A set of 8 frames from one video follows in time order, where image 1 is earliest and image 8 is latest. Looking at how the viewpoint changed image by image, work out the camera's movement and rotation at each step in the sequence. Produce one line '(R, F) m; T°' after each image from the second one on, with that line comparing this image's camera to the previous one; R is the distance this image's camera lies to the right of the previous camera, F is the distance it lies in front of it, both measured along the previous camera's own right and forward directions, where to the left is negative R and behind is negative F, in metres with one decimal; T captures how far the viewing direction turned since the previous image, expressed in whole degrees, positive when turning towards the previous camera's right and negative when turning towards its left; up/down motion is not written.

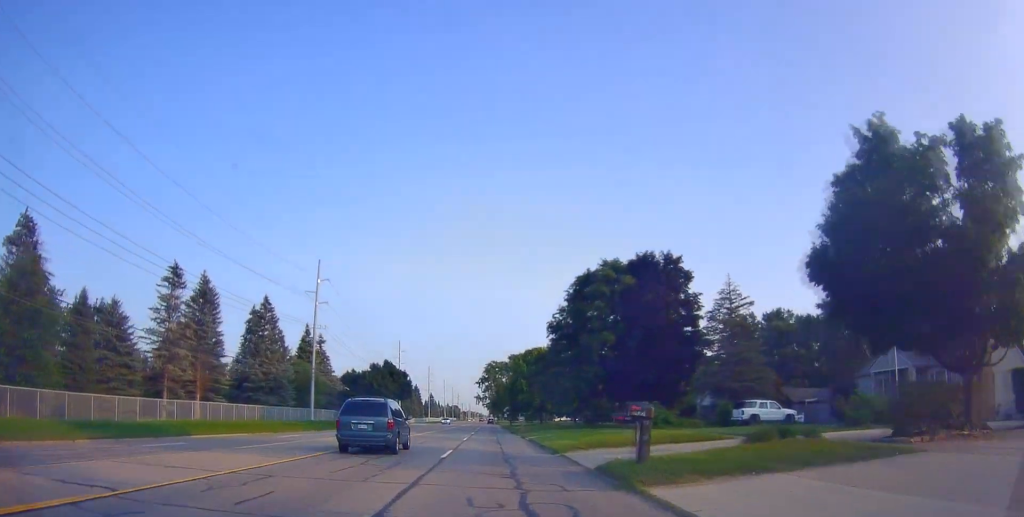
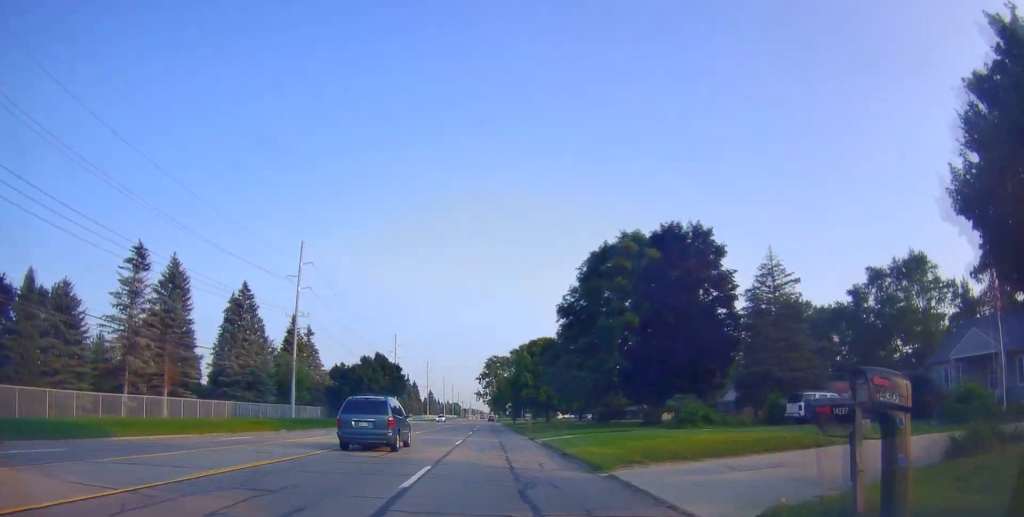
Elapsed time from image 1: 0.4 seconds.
(0.0, +8.6) m; 0°
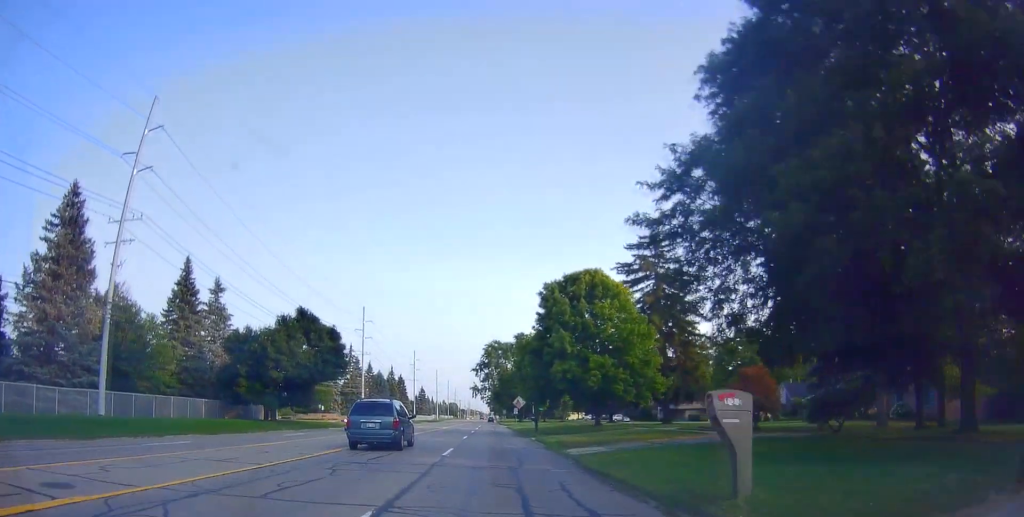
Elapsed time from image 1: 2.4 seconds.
(+0.4, +37.6) m; 0°
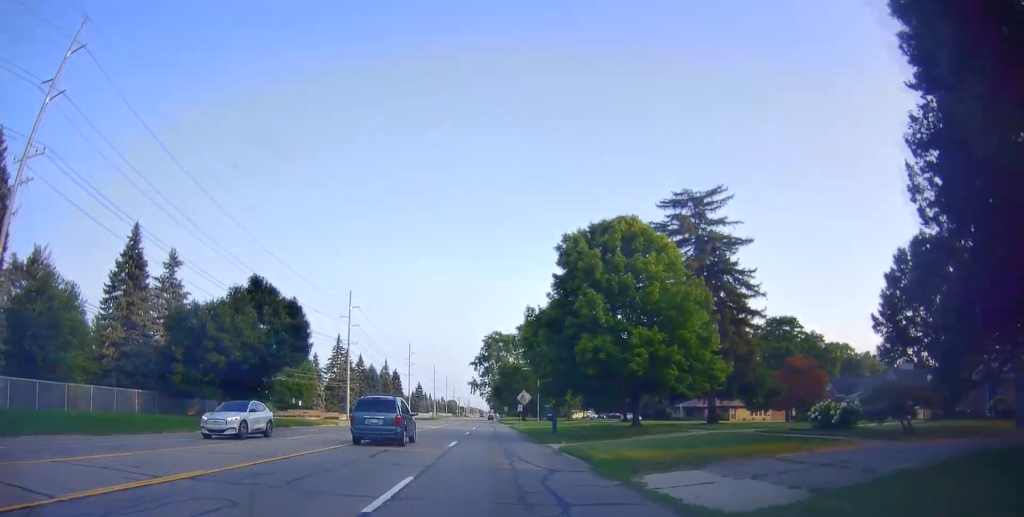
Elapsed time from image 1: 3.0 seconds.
(-0.1, +10.8) m; -1°
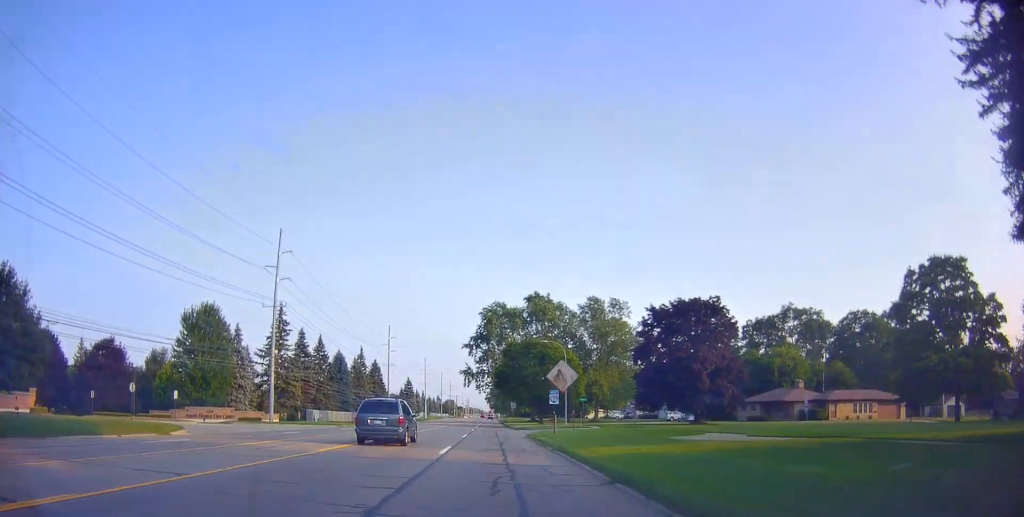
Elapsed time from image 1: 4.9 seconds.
(-0.6, +35.6) m; -2°
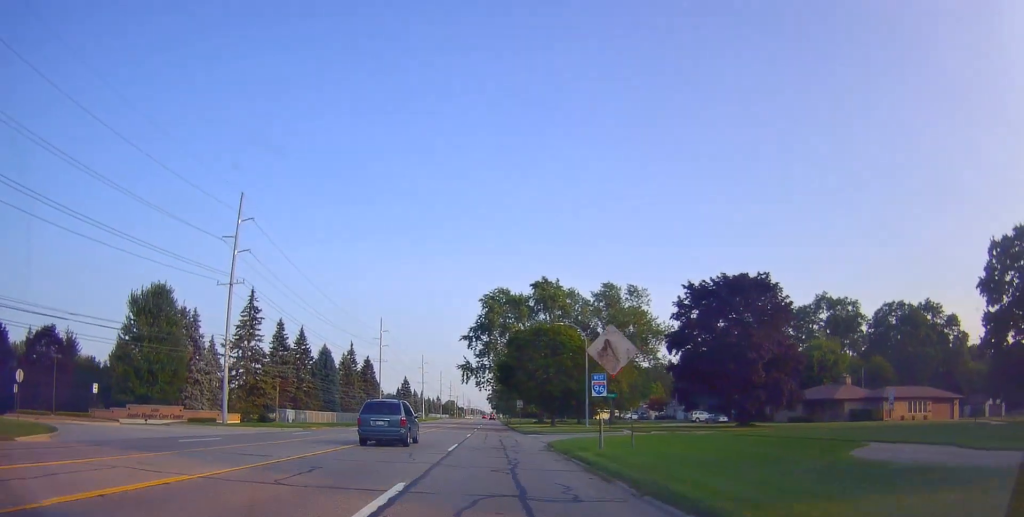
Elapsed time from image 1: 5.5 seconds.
(-0.1, +11.6) m; 0°
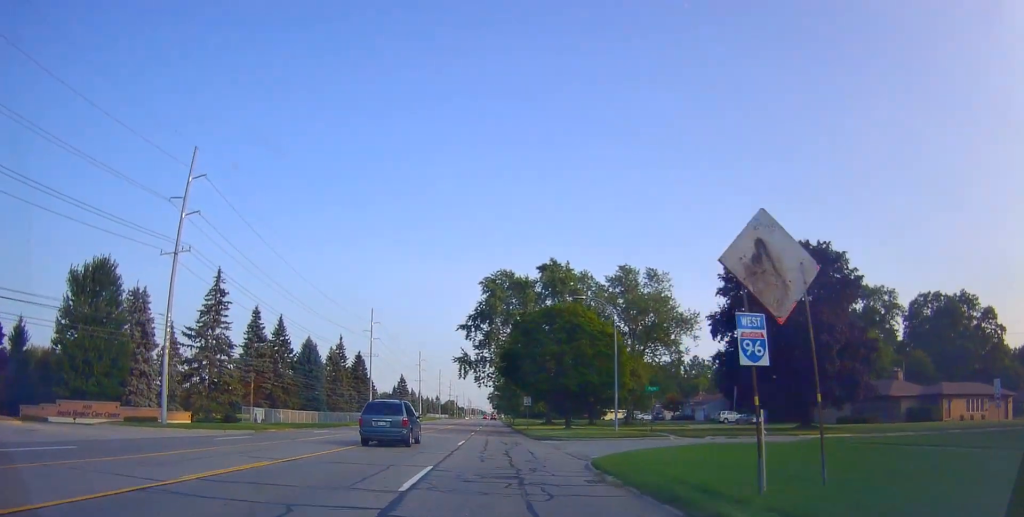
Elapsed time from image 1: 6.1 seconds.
(0.0, +10.4) m; +1°
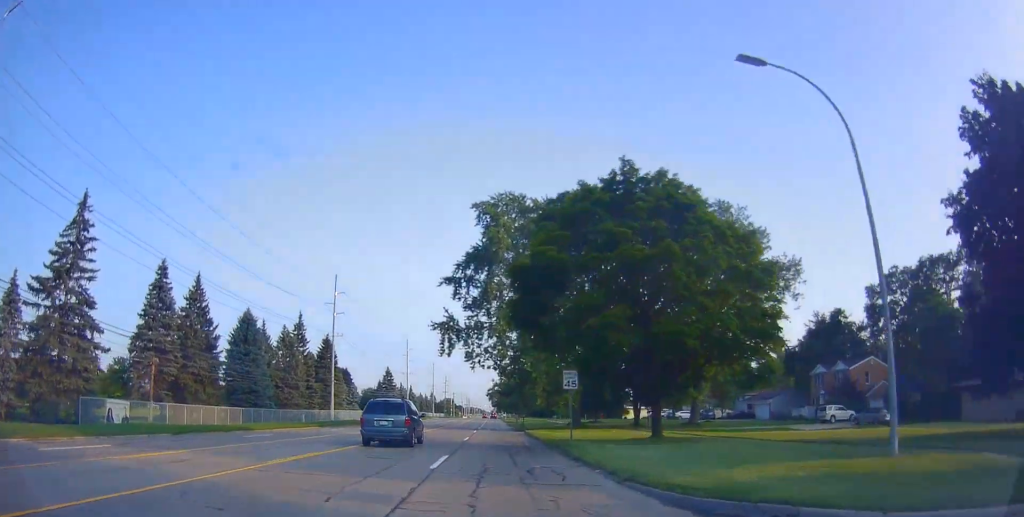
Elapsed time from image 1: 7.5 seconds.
(+0.5, +28.3) m; +2°
